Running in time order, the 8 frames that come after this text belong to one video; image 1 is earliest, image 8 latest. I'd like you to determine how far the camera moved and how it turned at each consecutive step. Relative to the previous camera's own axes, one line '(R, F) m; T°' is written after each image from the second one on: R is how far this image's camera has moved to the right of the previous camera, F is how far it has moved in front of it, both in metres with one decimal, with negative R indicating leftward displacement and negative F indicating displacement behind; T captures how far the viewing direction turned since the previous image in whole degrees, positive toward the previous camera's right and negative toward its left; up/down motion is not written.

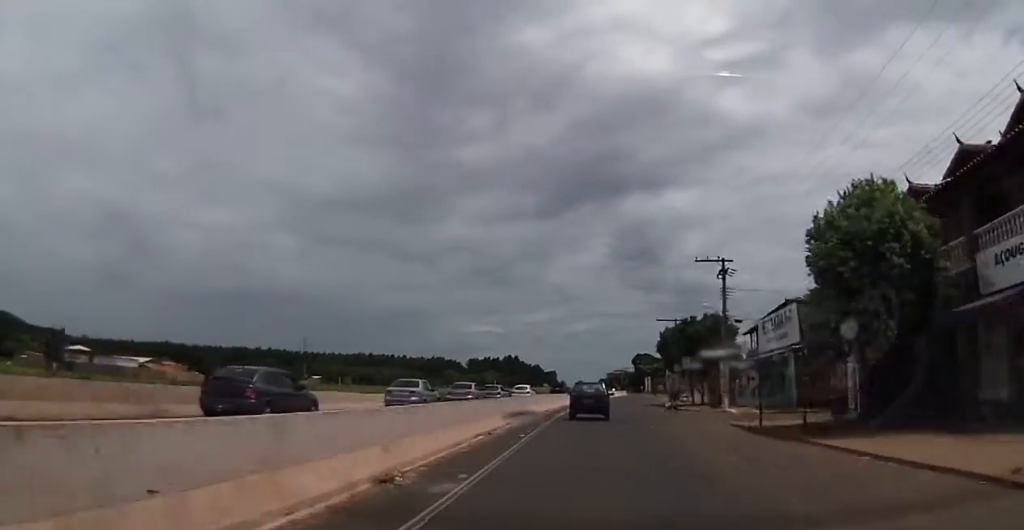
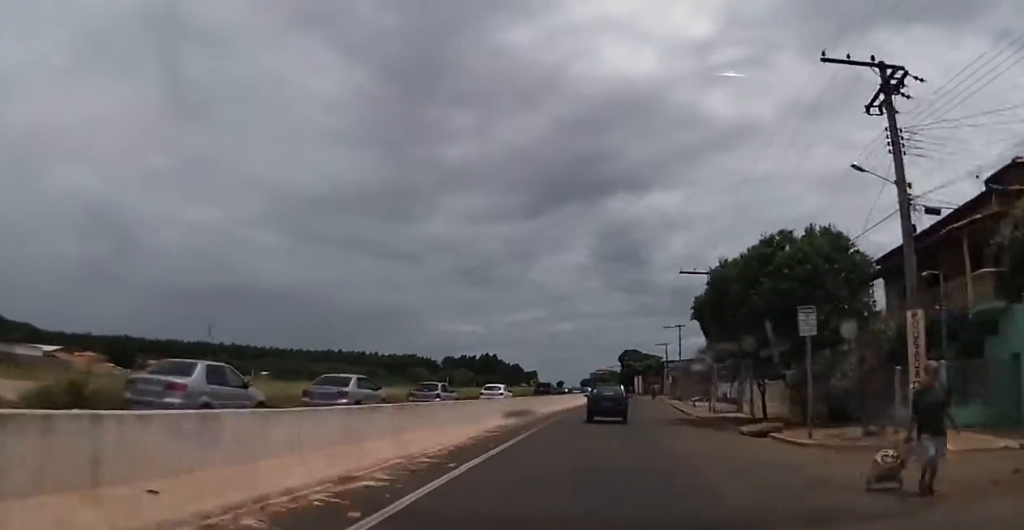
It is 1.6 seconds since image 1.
(+0.4, +27.6) m; +2°
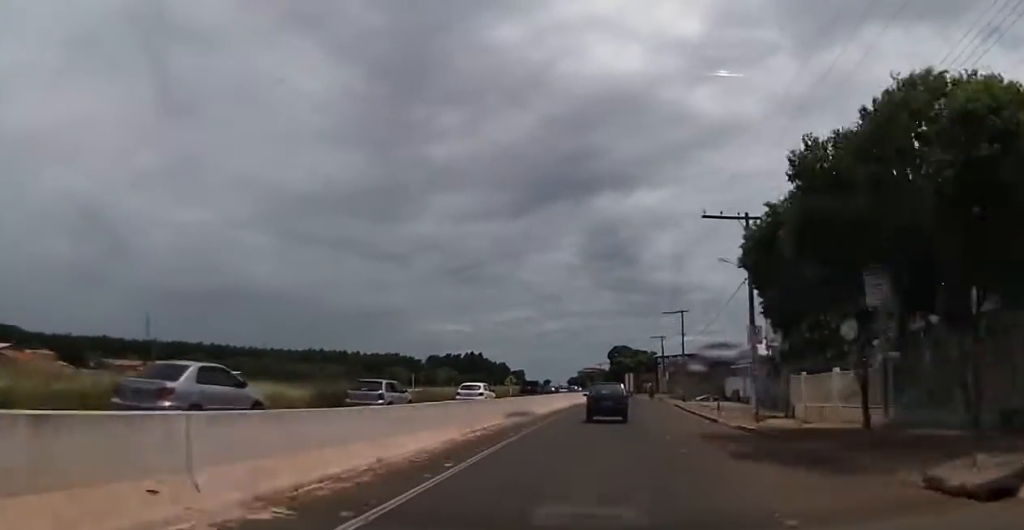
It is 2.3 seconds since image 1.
(+0.2, +12.0) m; +1°
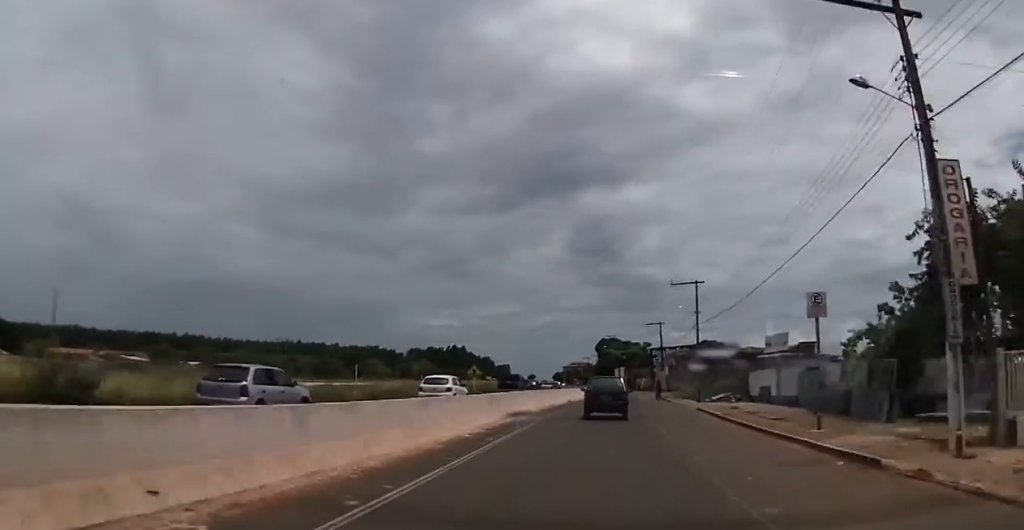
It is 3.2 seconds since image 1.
(-0.2, +15.9) m; +1°
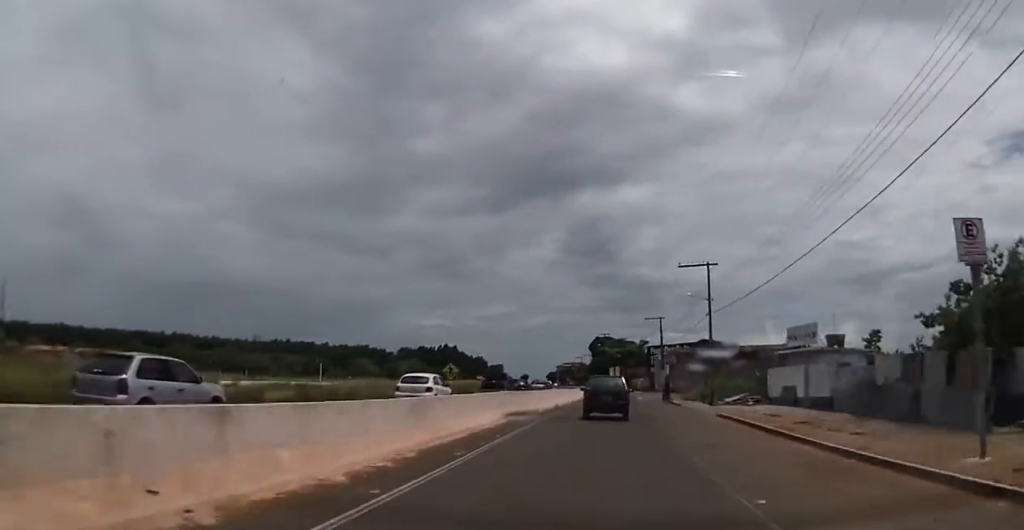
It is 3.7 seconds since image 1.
(+0.1, +7.7) m; +1°
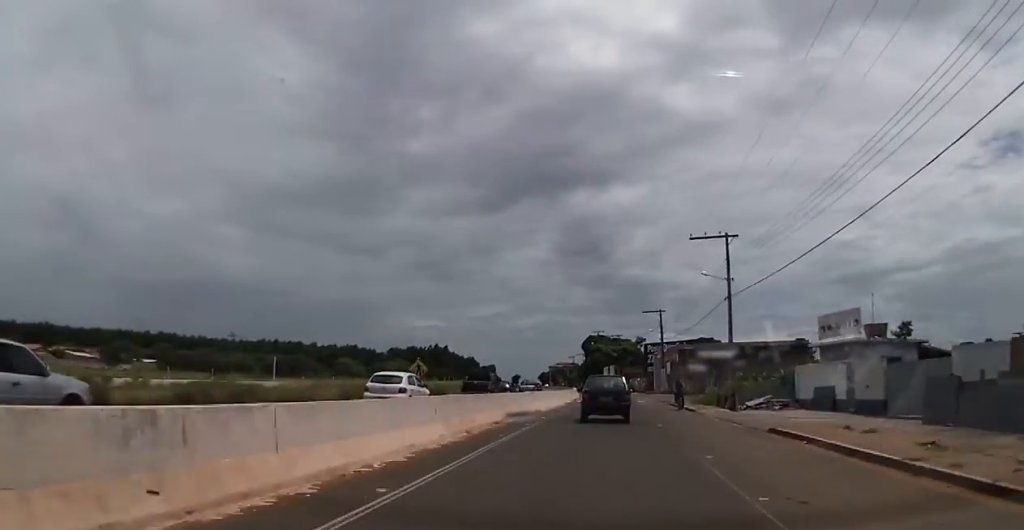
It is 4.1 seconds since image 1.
(0.0, +8.3) m; +1°
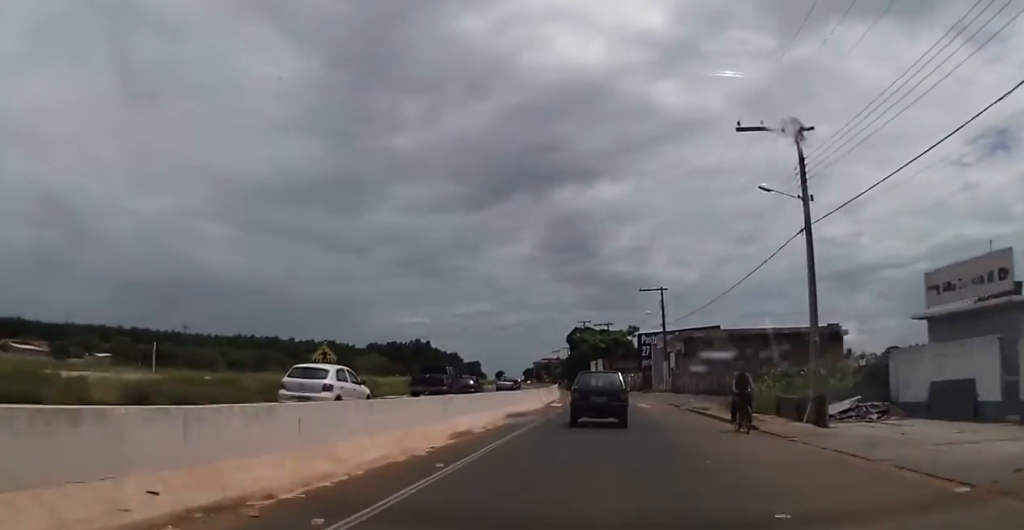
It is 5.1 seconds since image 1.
(+0.4, +15.9) m; 0°
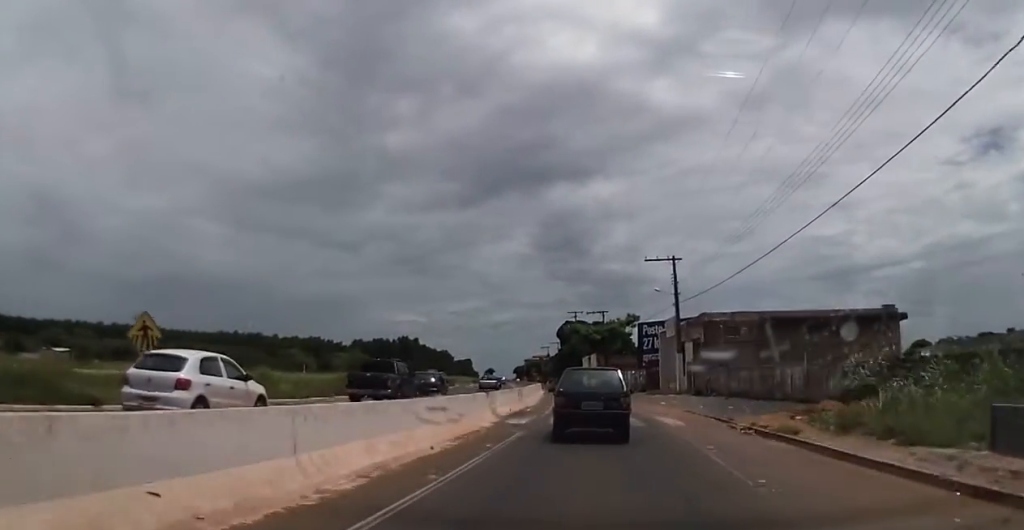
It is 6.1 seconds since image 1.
(-0.5, +16.1) m; +1°
